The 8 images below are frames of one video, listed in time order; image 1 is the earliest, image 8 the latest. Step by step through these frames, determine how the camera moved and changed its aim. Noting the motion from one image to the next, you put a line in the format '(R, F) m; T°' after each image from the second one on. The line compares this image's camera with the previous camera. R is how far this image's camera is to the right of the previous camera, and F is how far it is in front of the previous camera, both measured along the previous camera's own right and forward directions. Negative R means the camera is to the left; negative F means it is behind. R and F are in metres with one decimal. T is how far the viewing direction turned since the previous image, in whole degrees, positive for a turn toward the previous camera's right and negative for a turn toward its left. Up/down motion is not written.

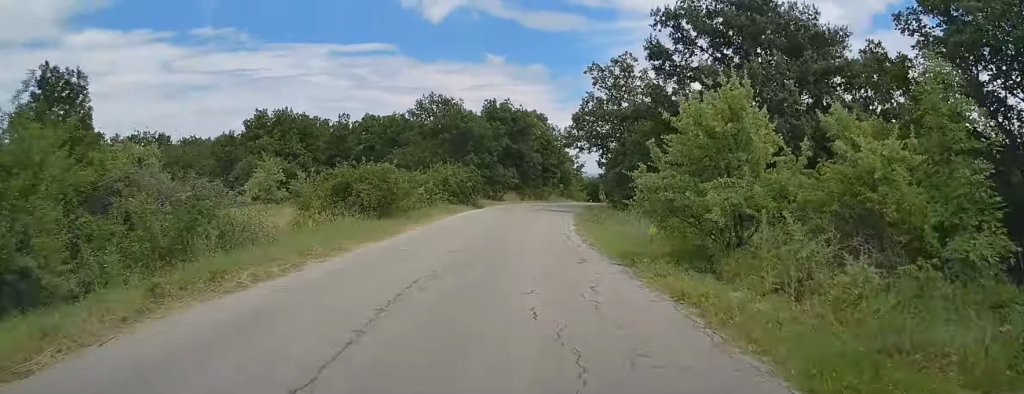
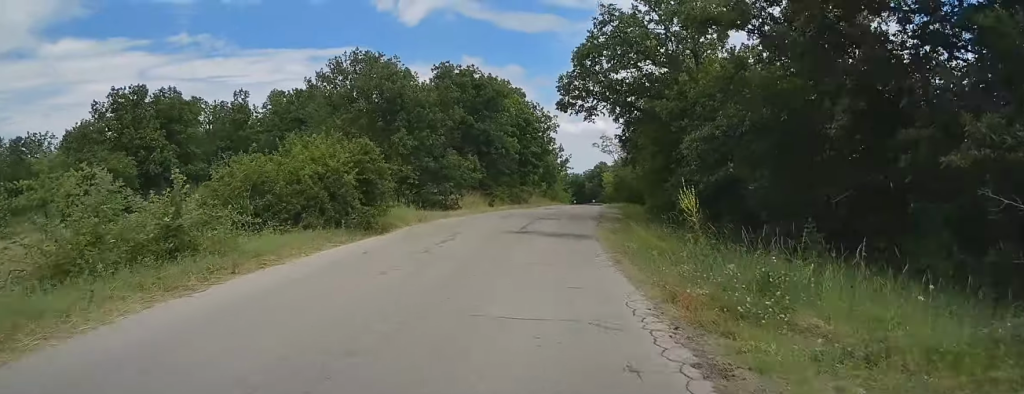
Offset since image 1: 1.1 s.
(+0.5, +22.3) m; +3°
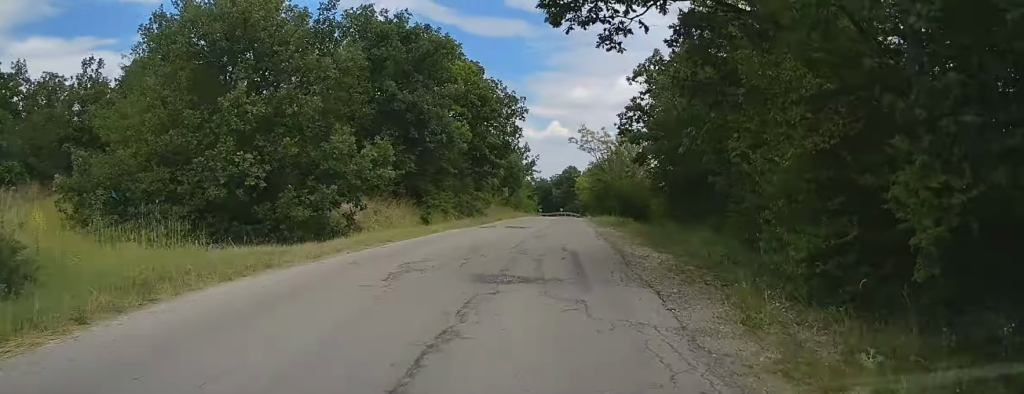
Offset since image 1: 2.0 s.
(+0.3, +16.2) m; +2°
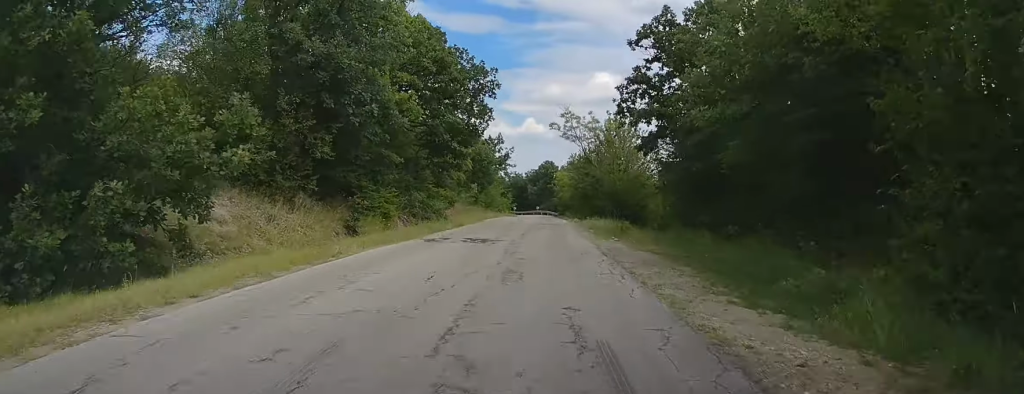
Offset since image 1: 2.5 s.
(+0.2, +9.6) m; +1°
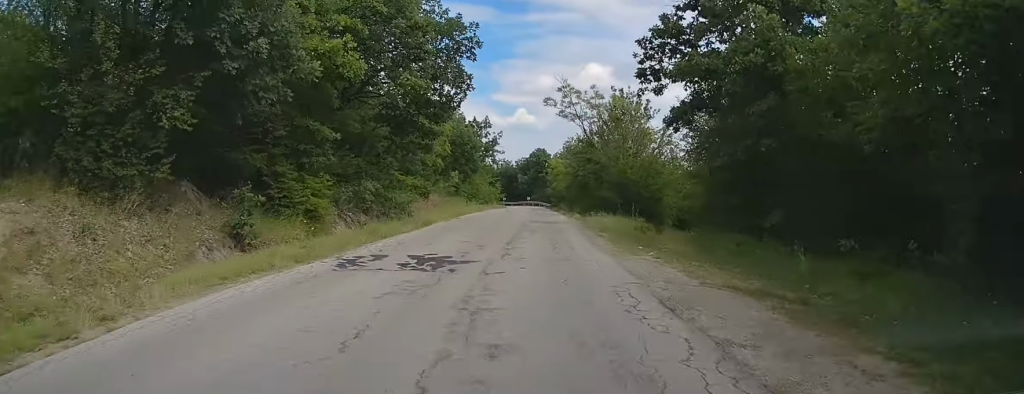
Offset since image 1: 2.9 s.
(+0.1, +8.3) m; +1°
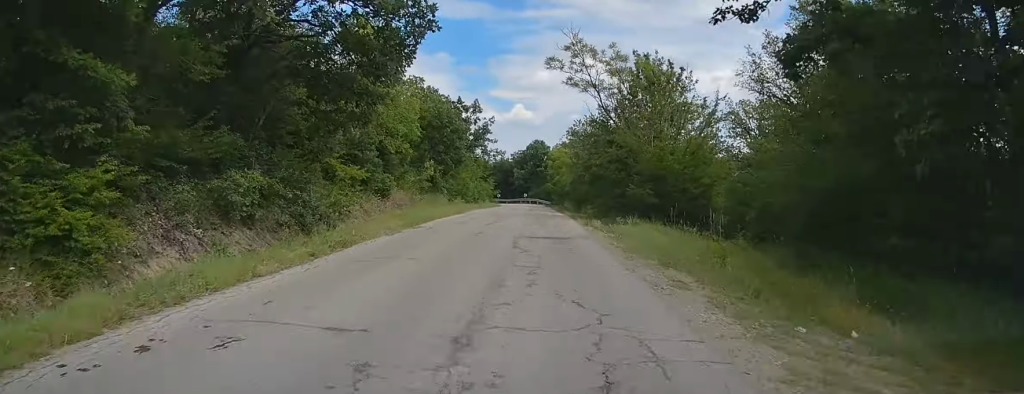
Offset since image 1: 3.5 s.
(+0.1, +10.8) m; +1°
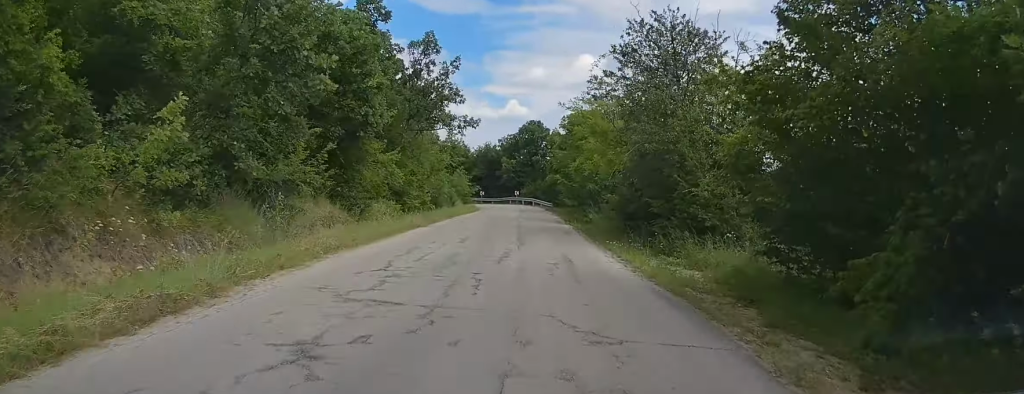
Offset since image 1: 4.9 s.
(+0.5, +26.7) m; +2°
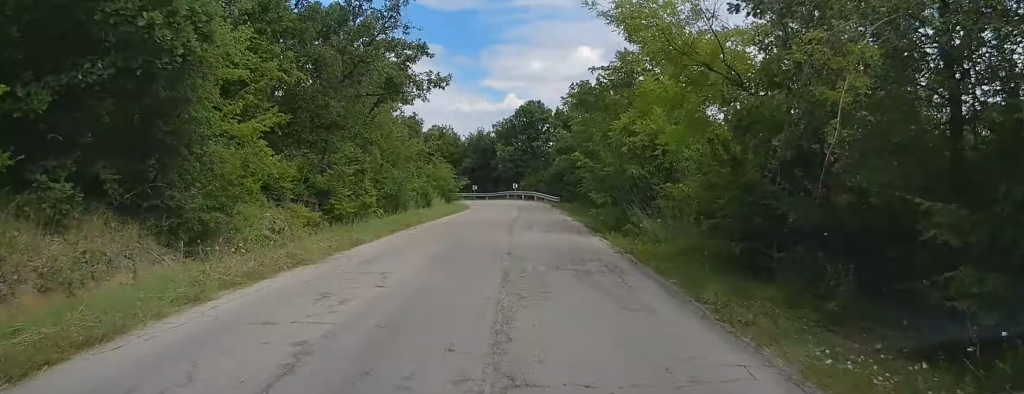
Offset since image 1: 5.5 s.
(0.0, +12.6) m; 0°
